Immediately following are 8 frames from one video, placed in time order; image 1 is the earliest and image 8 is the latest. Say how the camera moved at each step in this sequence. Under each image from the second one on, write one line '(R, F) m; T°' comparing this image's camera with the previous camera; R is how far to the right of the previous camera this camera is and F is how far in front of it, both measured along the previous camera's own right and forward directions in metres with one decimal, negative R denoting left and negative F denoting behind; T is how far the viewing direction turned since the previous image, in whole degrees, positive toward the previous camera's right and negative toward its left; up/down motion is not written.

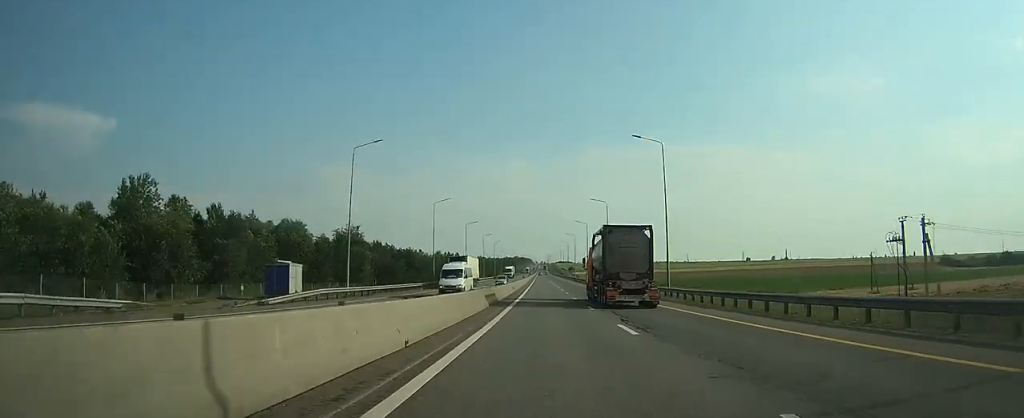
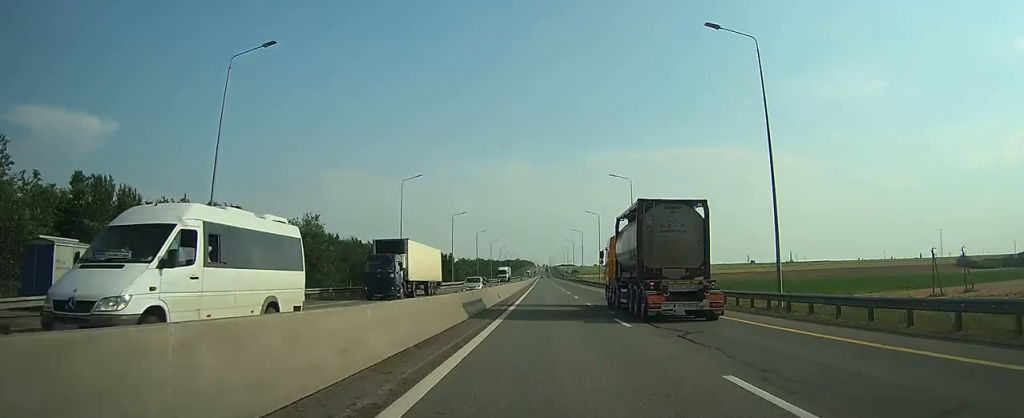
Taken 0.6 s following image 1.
(0.0, +21.8) m; 0°
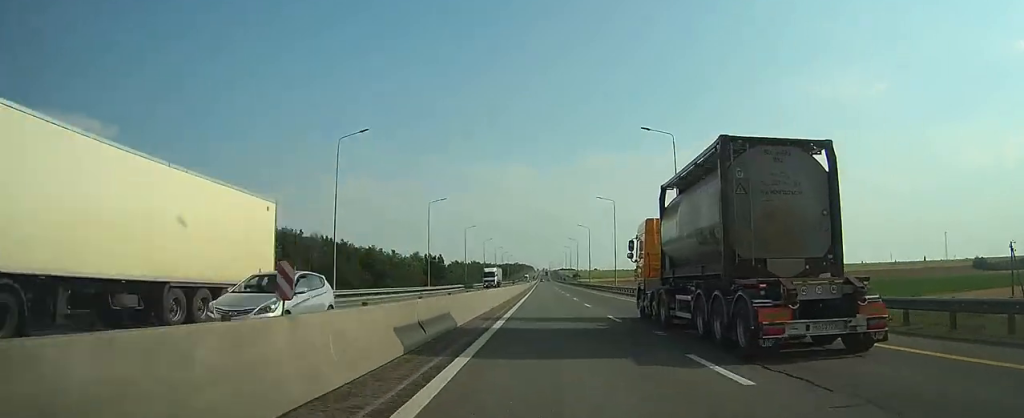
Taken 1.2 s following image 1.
(+0.1, +21.7) m; 0°
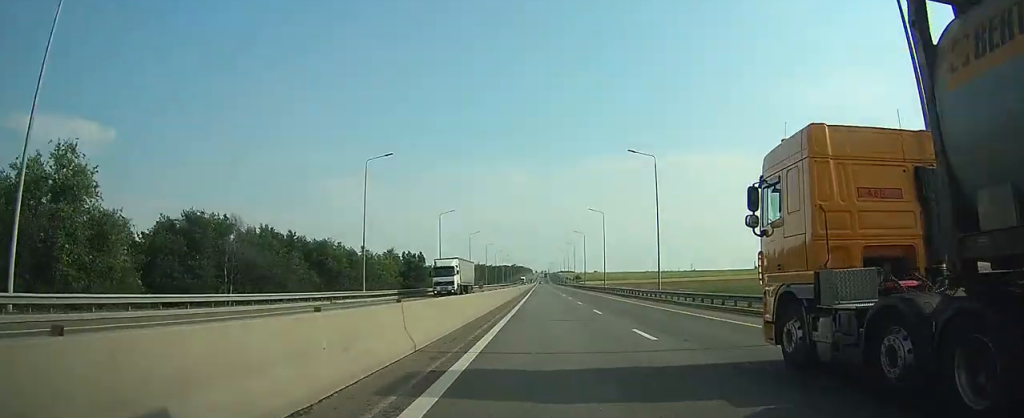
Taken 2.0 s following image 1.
(-0.1, +30.1) m; 0°
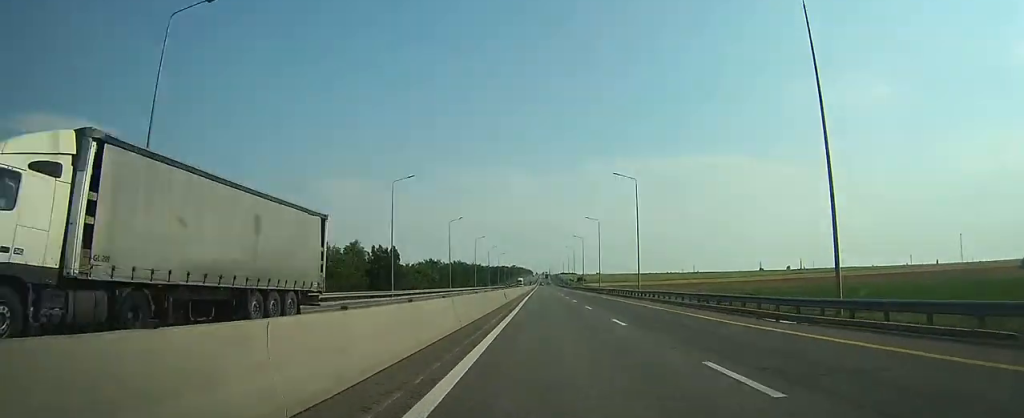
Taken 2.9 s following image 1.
(0.0, +31.1) m; 0°
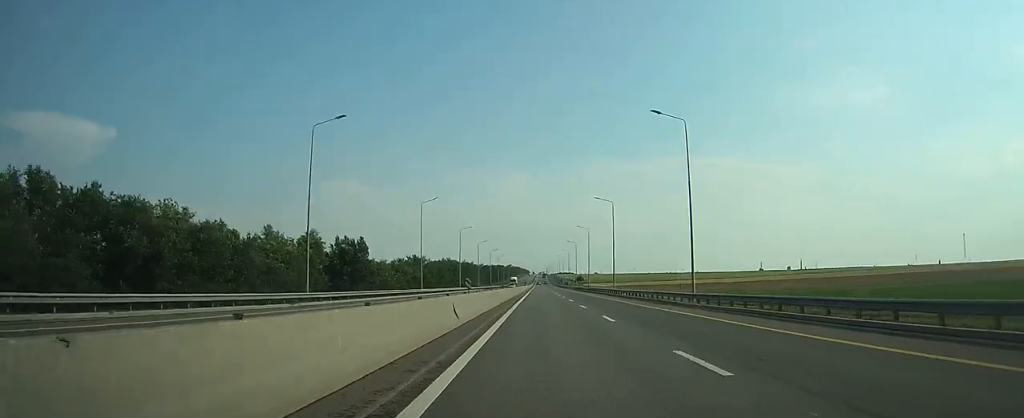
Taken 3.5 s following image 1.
(0.0, +22.7) m; 0°
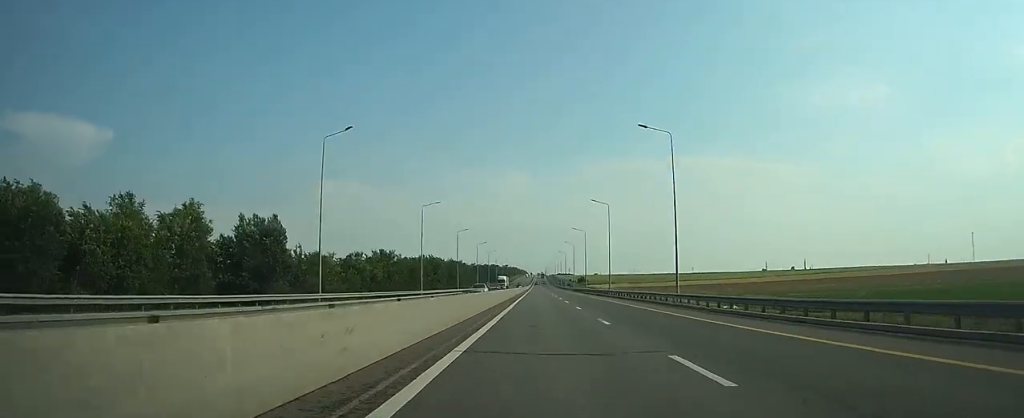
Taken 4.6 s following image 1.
(0.0, +36.9) m; 0°
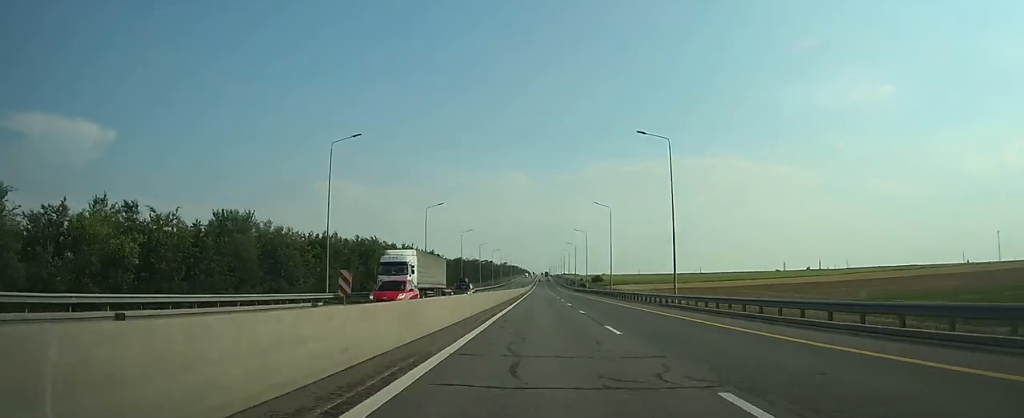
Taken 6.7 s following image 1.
(+0.2, +75.7) m; 0°
